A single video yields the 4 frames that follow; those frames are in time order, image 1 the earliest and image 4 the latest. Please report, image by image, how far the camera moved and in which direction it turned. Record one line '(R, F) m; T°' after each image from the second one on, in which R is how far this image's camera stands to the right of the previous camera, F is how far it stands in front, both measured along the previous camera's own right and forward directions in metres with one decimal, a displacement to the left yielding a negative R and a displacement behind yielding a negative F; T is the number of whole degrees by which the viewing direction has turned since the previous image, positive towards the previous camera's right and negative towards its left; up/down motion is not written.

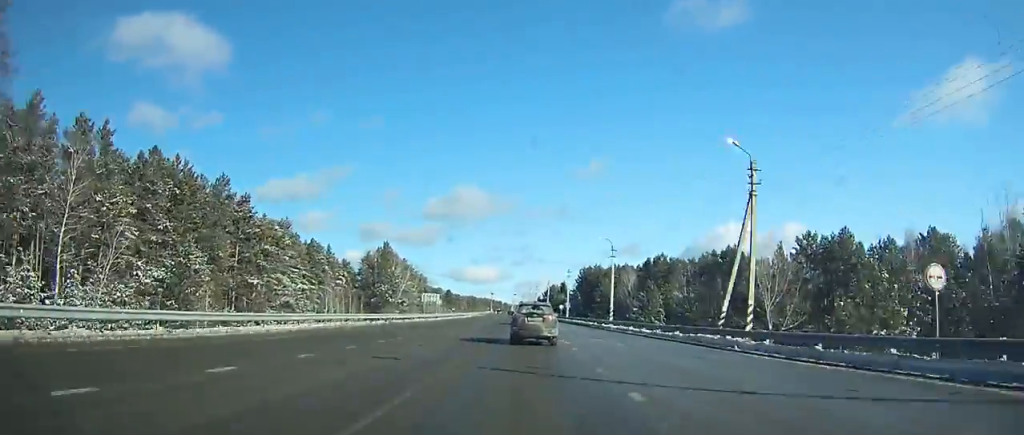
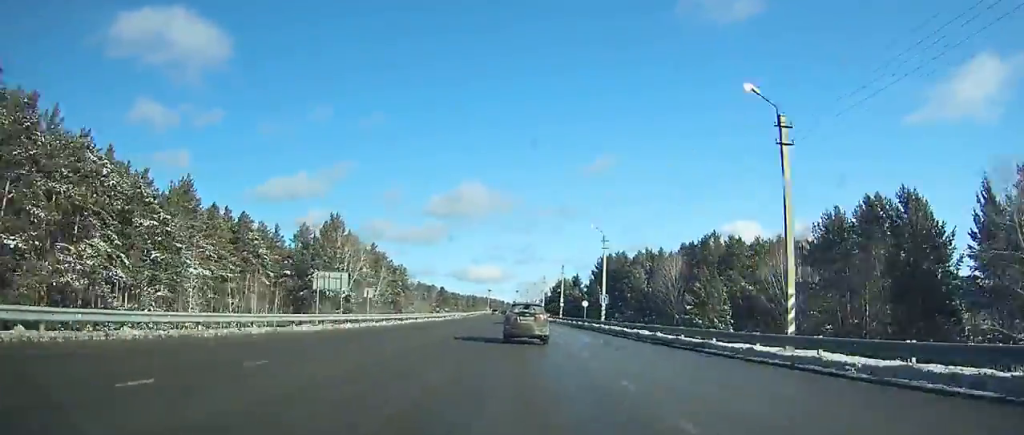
(-0.1, +39.0) m; -1°
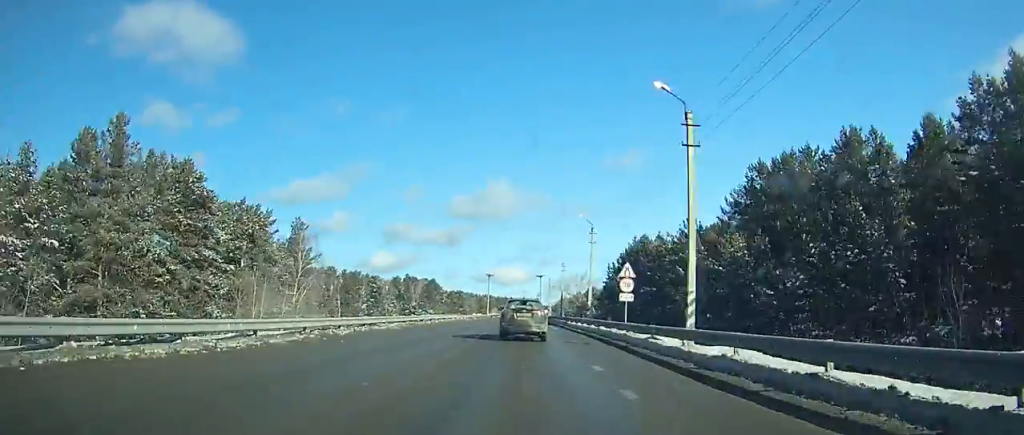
(-1.4, +92.3) m; -2°
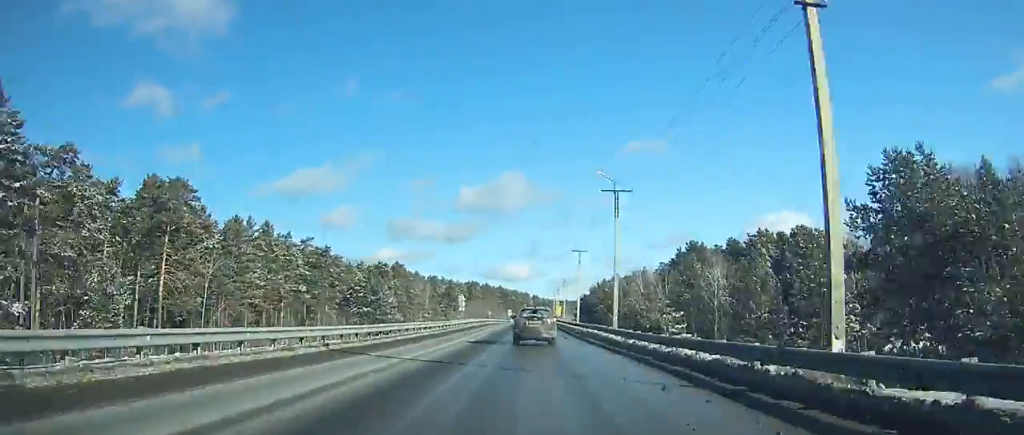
(-2.4, +188.6) m; 0°
